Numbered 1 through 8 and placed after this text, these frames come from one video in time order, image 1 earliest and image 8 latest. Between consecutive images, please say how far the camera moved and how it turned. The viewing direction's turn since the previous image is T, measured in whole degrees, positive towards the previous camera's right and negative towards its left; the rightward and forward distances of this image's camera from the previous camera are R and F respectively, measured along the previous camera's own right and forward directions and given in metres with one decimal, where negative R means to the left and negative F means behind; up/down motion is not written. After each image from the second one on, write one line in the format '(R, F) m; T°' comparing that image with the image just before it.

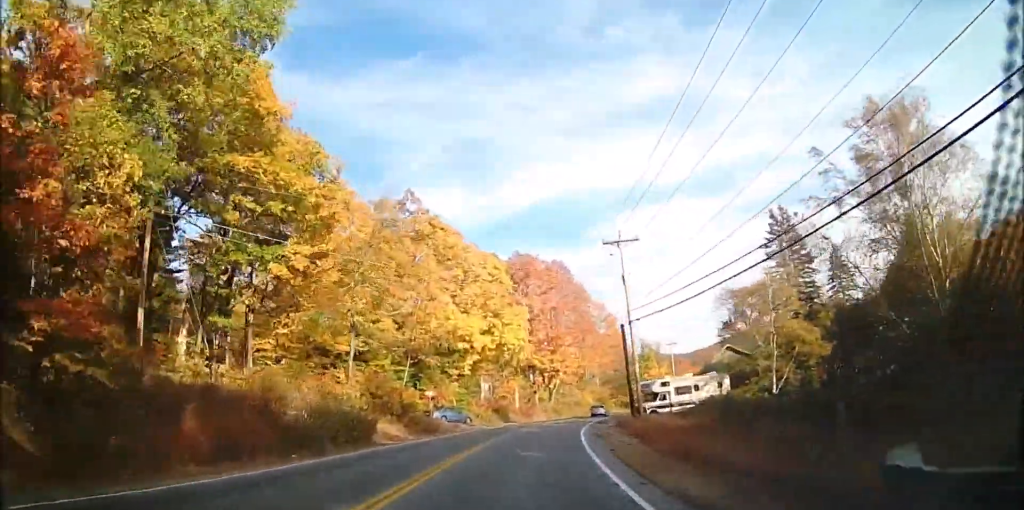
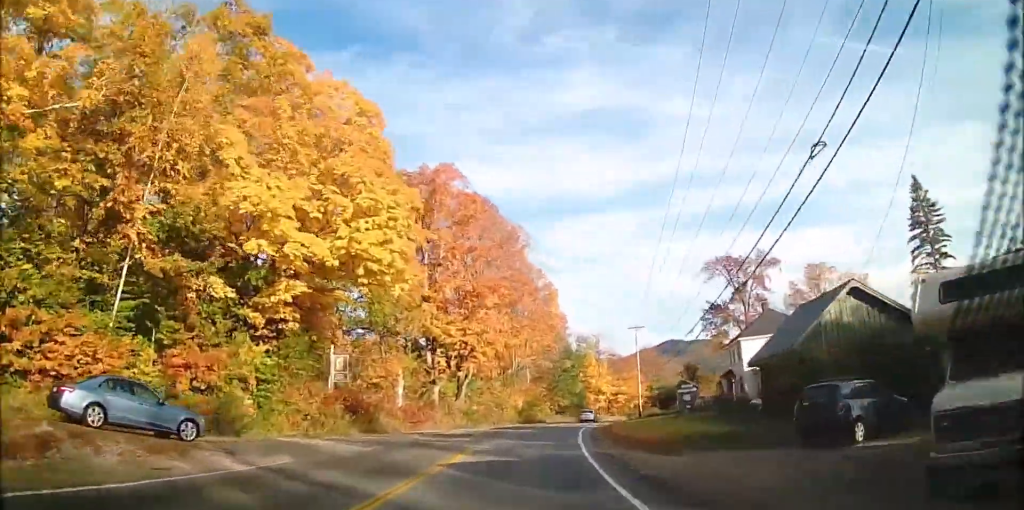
(+1.9, +34.7) m; +7°
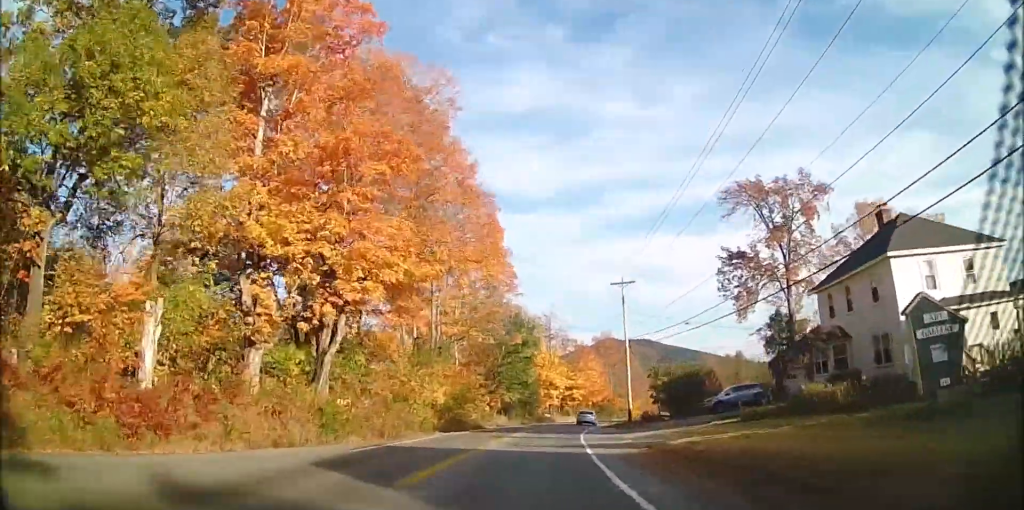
(+2.9, +27.8) m; +8°
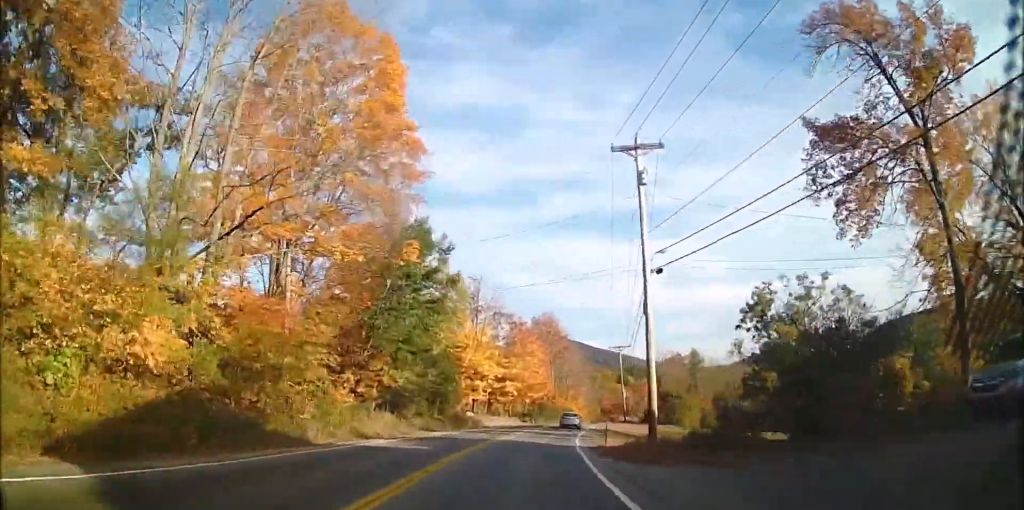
(-0.1, +28.4) m; +2°
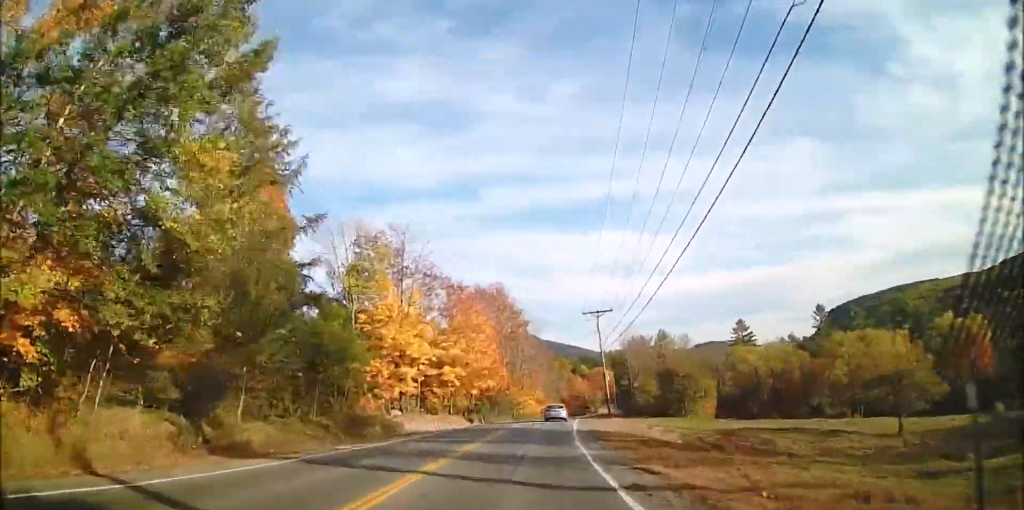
(+1.0, +21.1) m; +5°
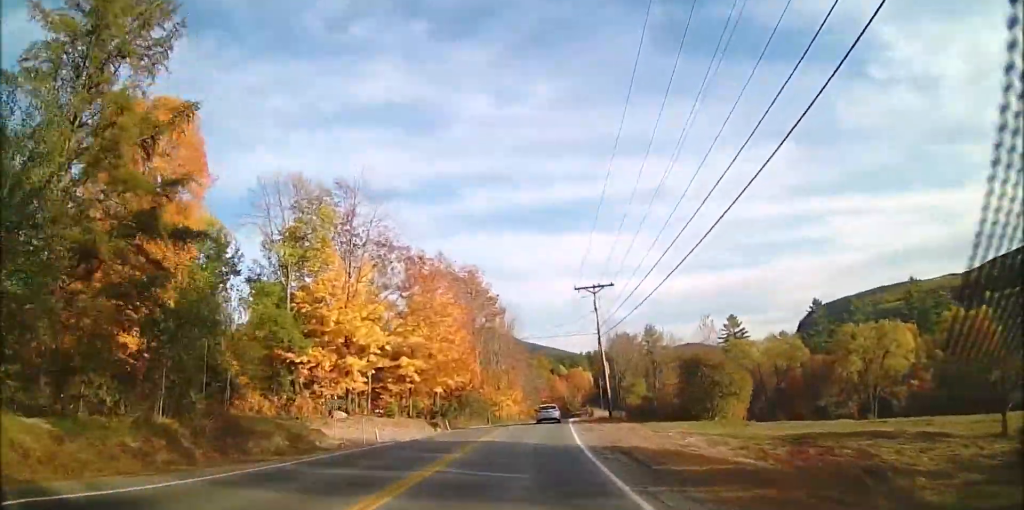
(-0.3, +12.1) m; +4°
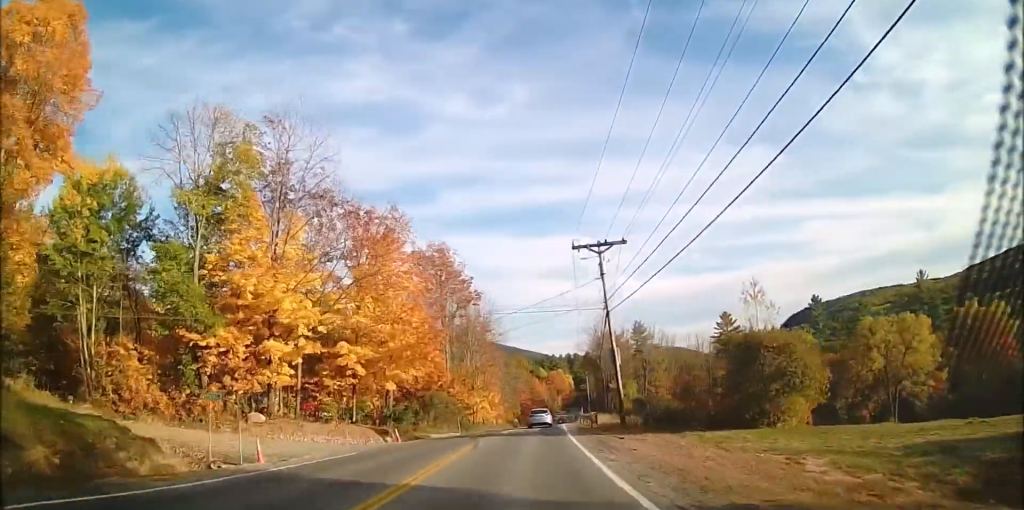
(+1.1, +12.2) m; +2°
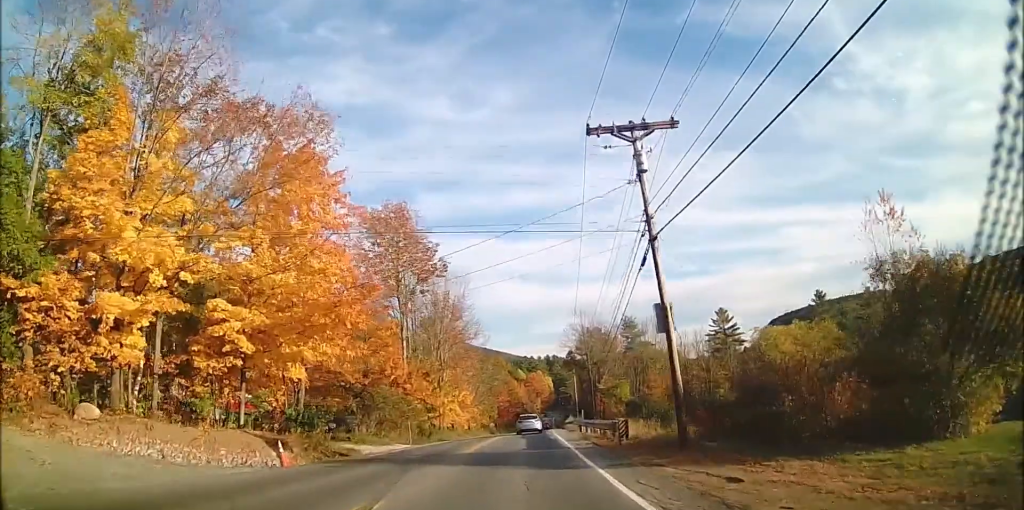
(+0.3, +14.2) m; +1°
